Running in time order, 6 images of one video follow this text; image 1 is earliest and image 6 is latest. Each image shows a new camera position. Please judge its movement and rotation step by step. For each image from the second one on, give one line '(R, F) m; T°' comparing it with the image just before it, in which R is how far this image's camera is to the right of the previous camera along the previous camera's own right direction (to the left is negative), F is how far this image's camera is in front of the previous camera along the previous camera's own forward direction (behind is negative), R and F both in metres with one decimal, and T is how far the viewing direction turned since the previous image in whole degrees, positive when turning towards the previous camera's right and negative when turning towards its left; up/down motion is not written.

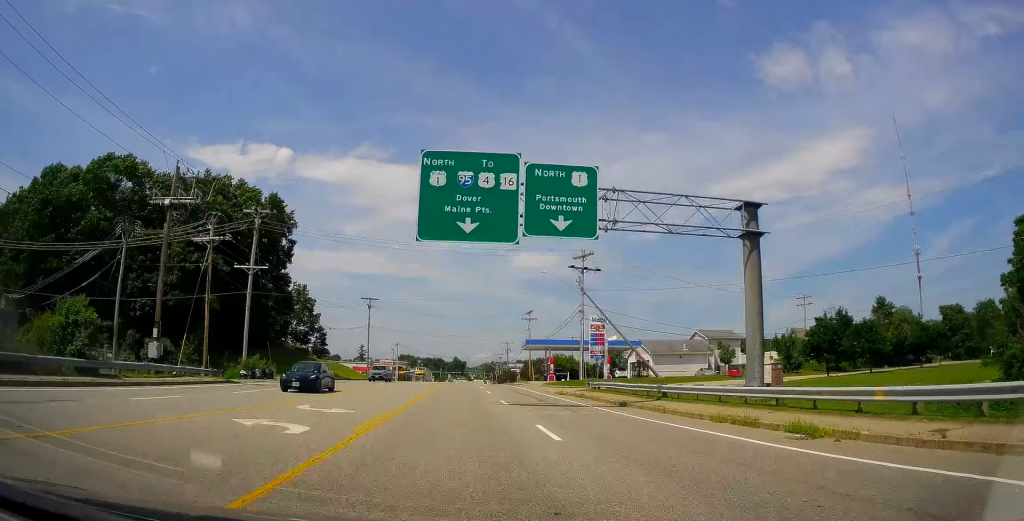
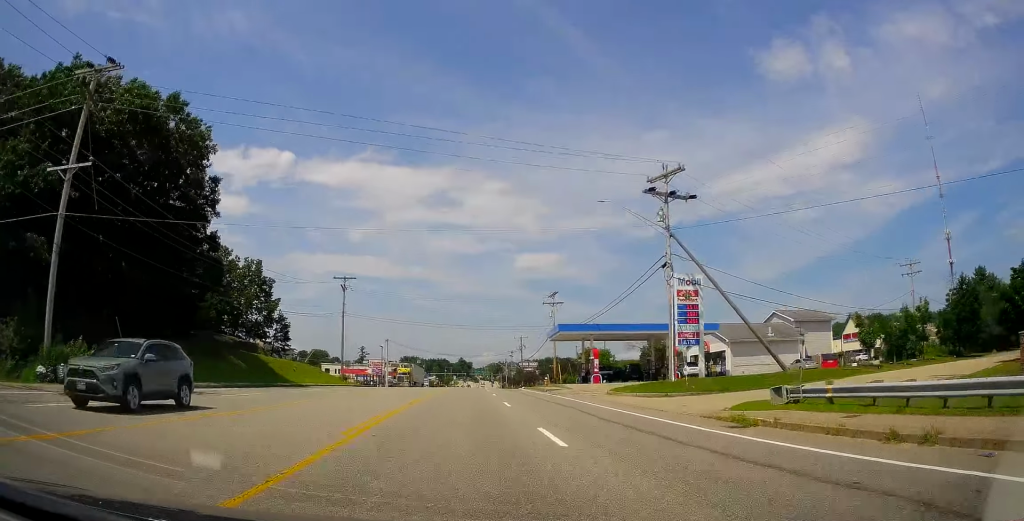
(-0.2, +25.2) m; 0°
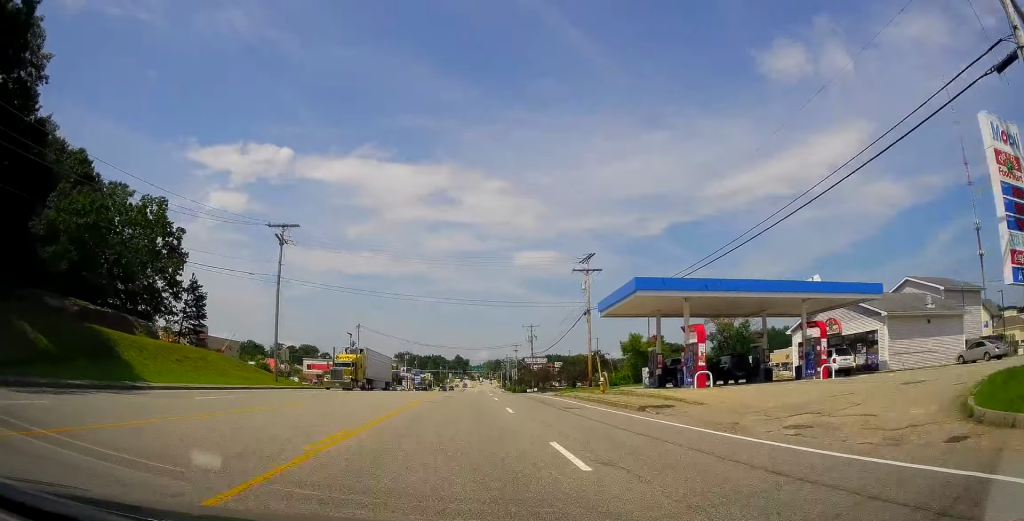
(+0.3, +26.2) m; 0°
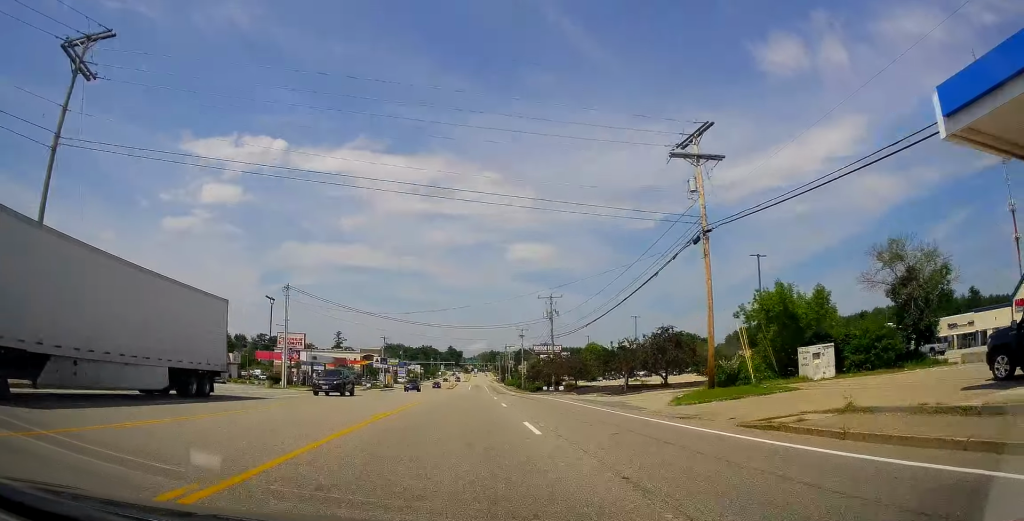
(-0.4, +30.1) m; 0°
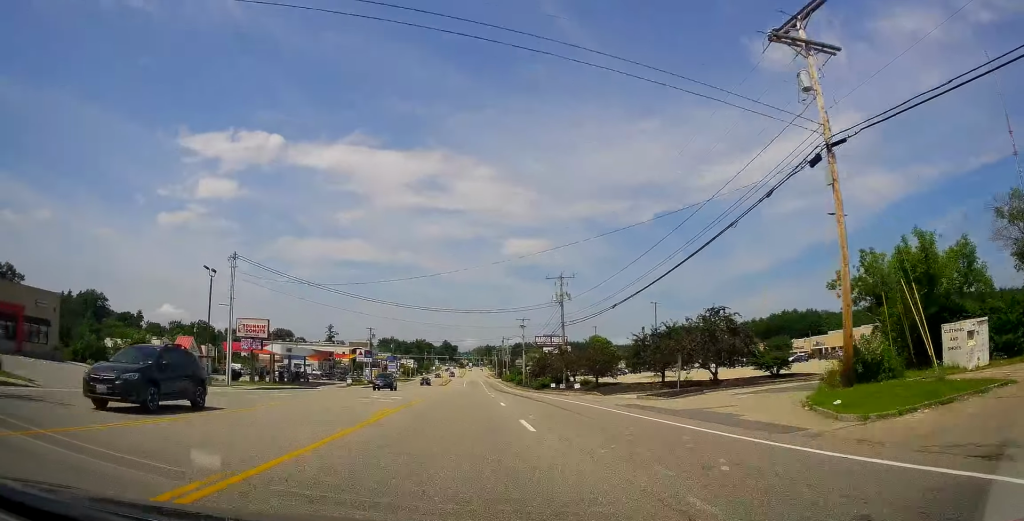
(+0.2, +11.3) m; 0°
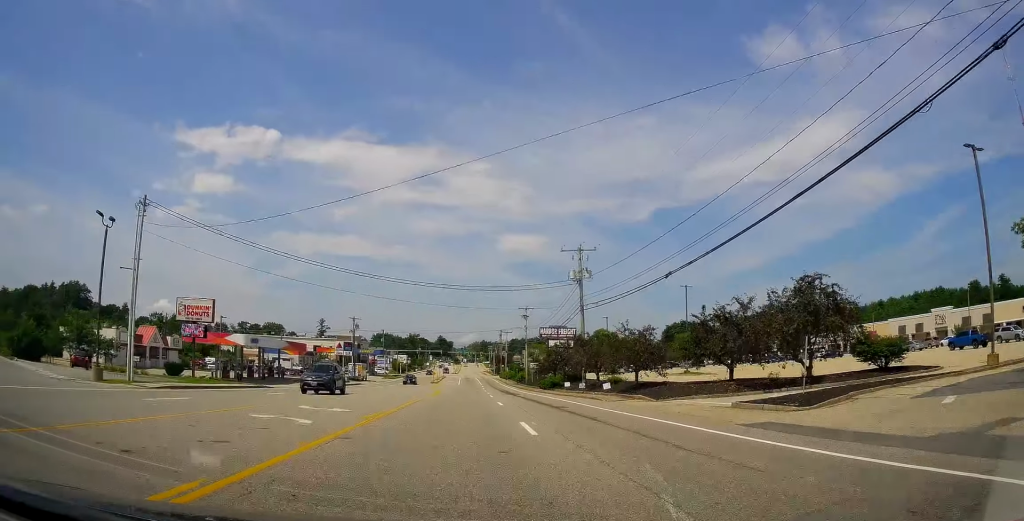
(+0.4, +12.1) m; 0°
